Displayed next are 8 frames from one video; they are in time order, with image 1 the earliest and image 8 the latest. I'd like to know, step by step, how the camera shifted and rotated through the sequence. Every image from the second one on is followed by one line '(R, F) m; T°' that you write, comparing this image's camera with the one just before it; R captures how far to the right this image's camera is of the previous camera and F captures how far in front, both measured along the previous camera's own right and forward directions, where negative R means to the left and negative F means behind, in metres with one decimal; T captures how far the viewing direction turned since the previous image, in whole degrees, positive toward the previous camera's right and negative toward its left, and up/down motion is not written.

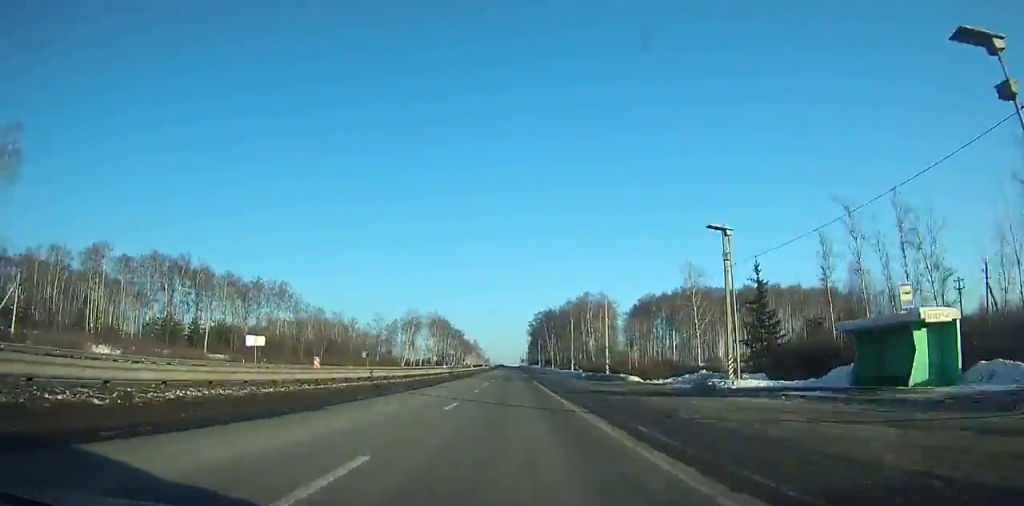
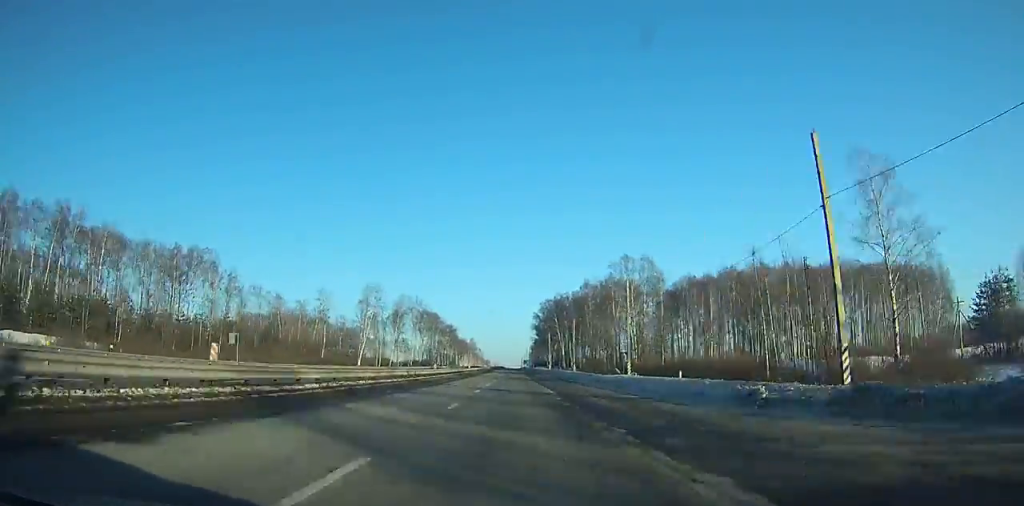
(+0.1, +47.4) m; 0°
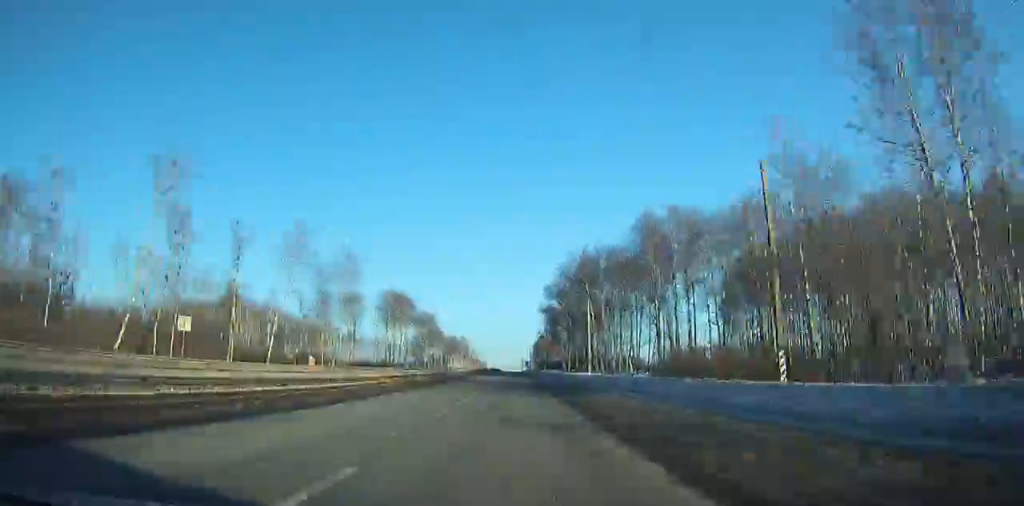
(+0.4, +68.5) m; 0°
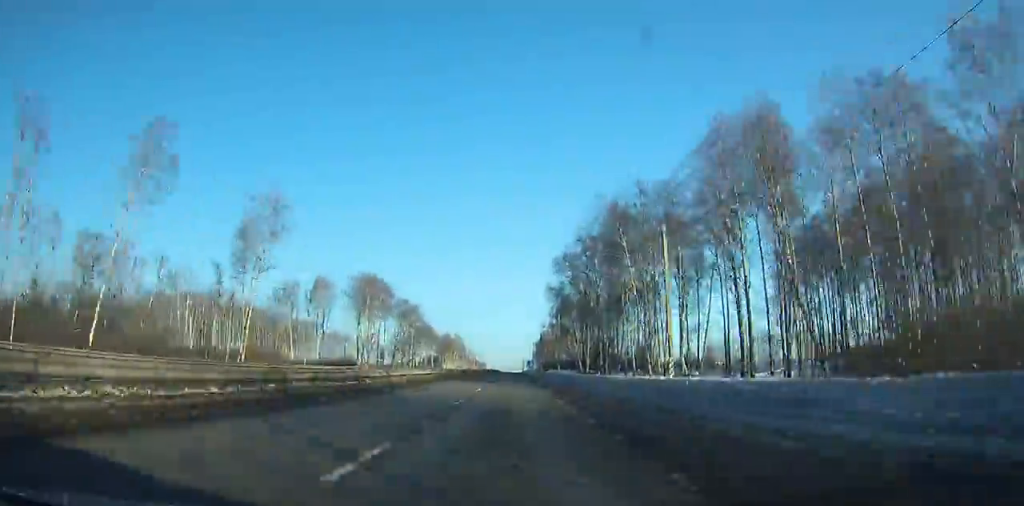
(0.0, +31.0) m; 0°
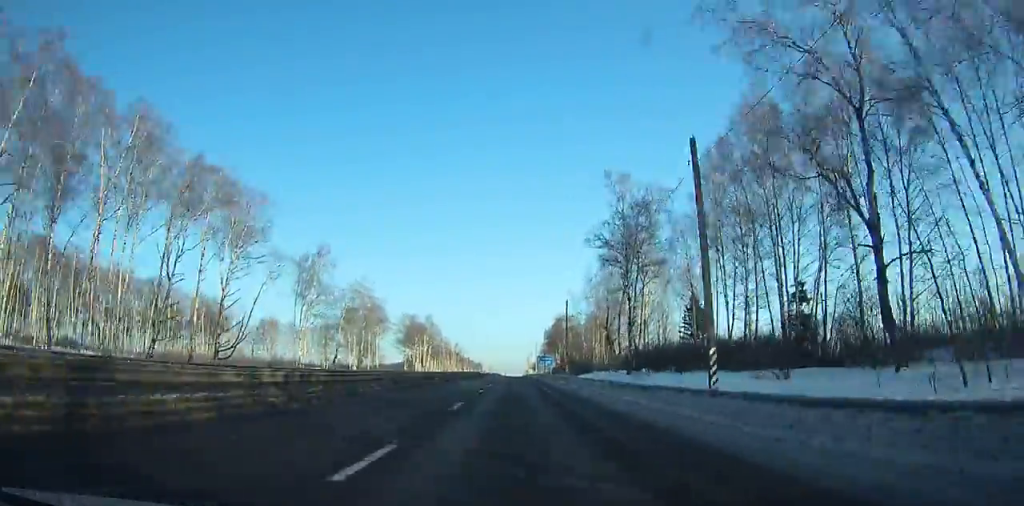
(-0.3, +98.6) m; 0°
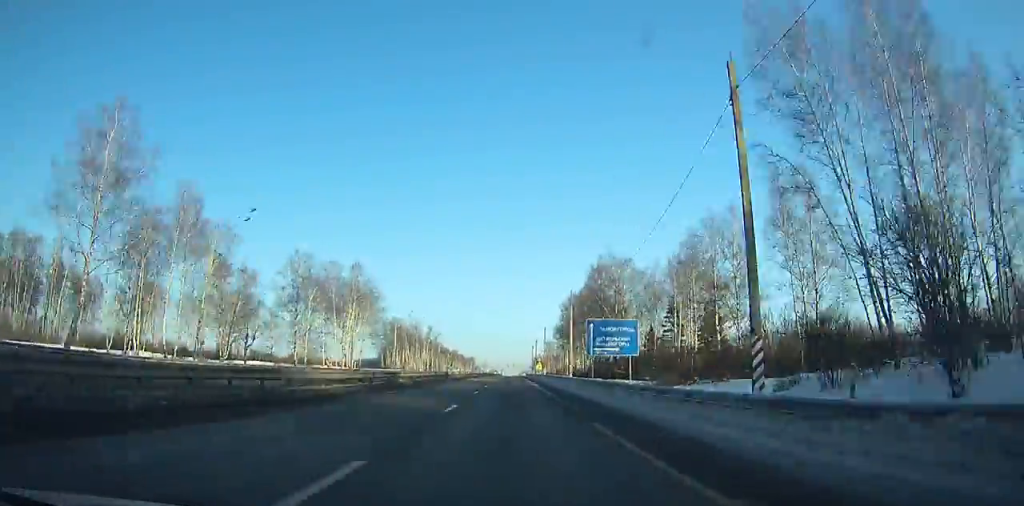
(-0.1, +95.3) m; 0°
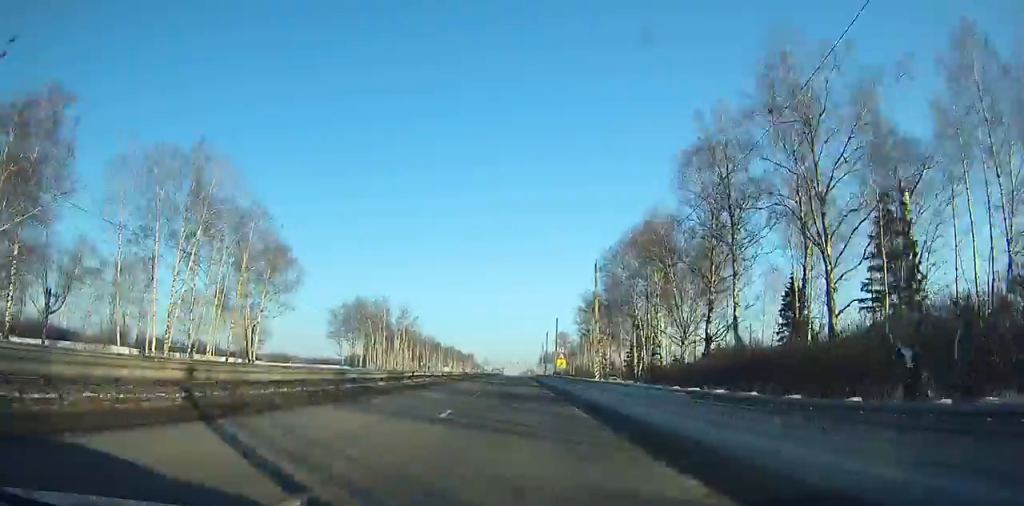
(+0.2, +64.3) m; 0°
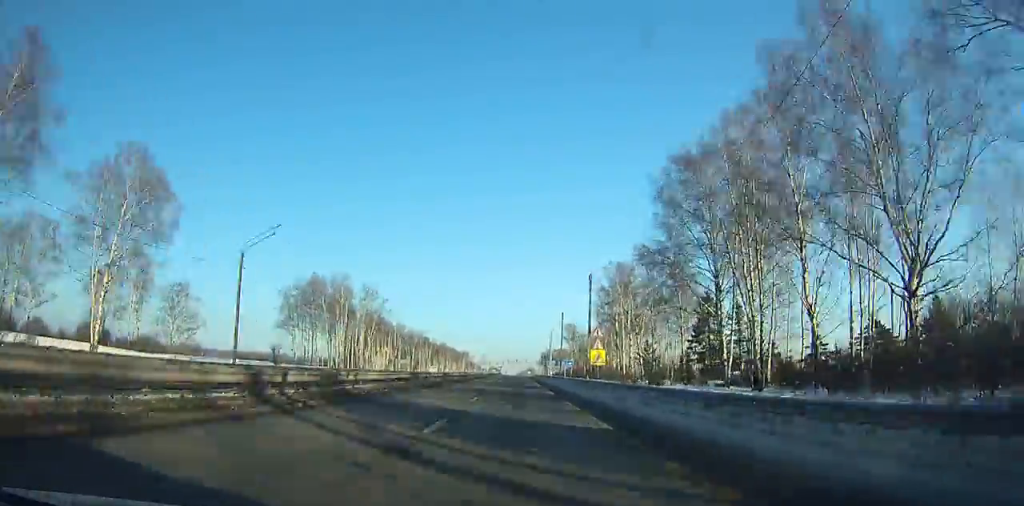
(0.0, +39.8) m; 0°
